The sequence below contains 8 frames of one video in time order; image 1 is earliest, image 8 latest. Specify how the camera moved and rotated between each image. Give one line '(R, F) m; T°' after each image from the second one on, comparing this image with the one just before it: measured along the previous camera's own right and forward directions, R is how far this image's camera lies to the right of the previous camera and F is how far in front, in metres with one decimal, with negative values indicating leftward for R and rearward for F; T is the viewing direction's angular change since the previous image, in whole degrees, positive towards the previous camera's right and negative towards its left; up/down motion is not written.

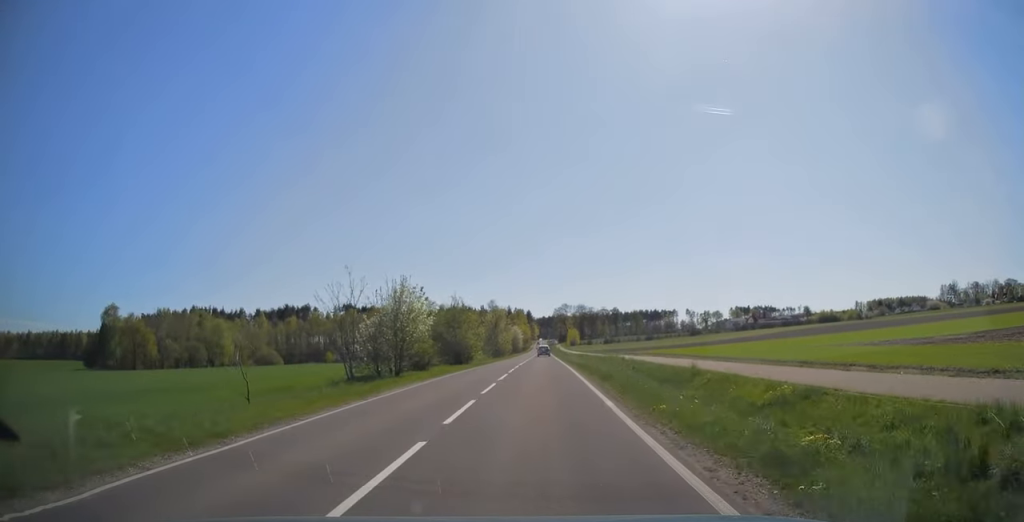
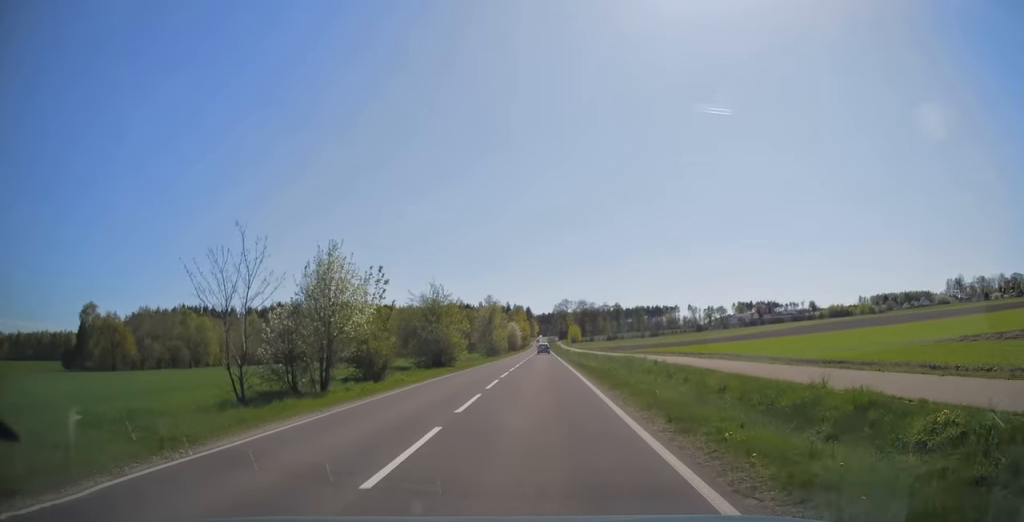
(0.0, +10.6) m; 0°
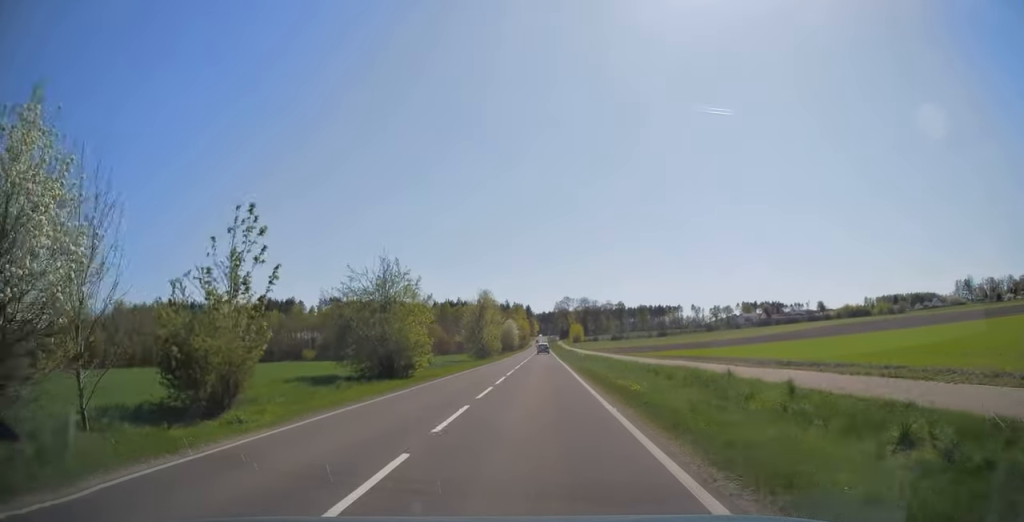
(0.0, +14.4) m; 0°
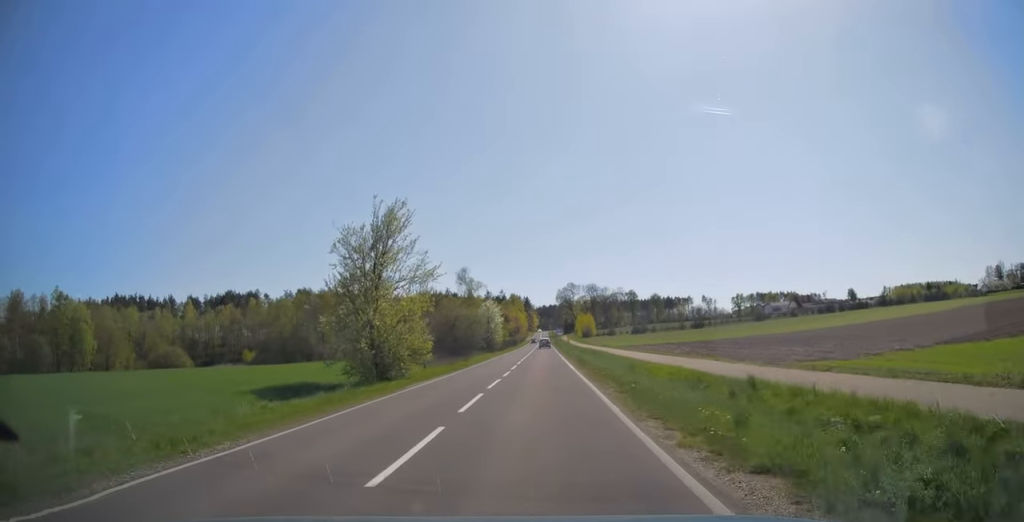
(+0.1, +47.8) m; 0°
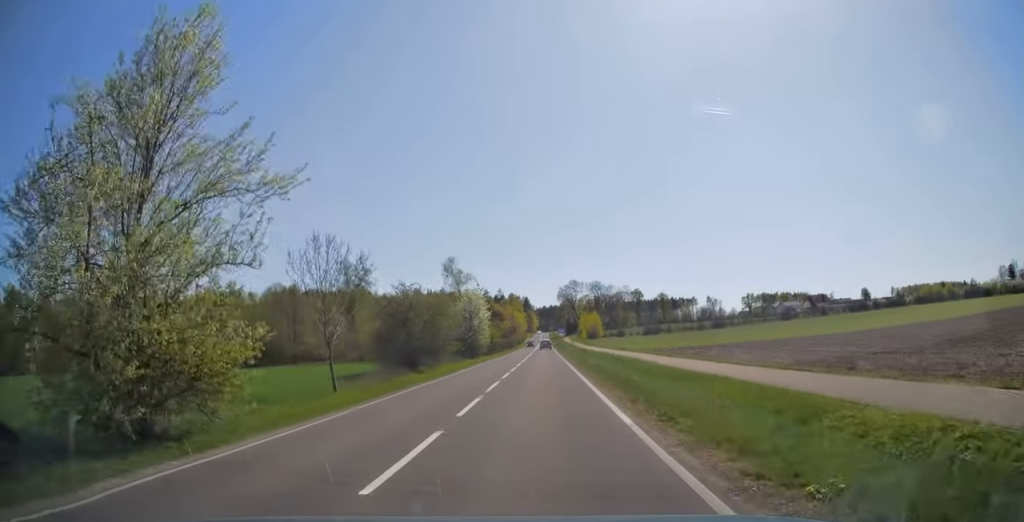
(0.0, +18.1) m; 0°
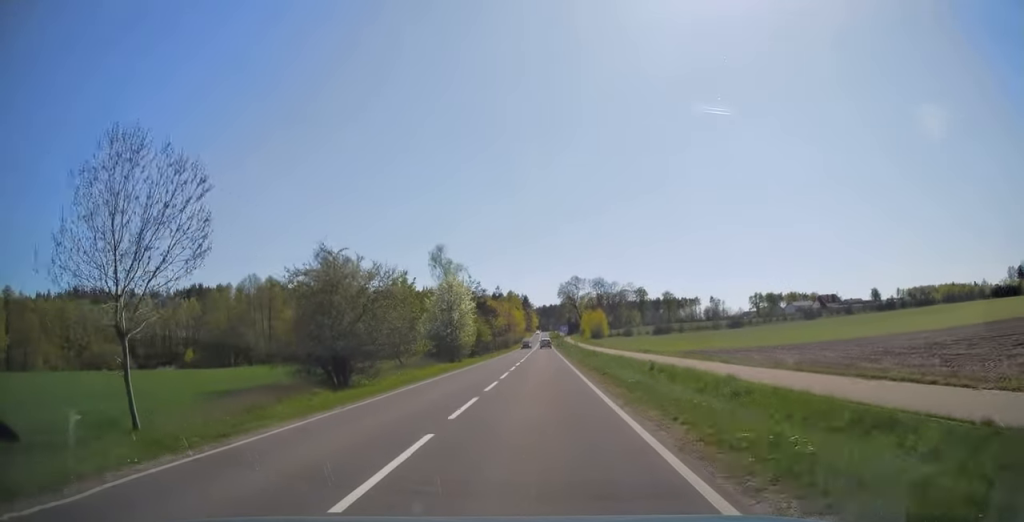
(+0.1, +12.5) m; 0°
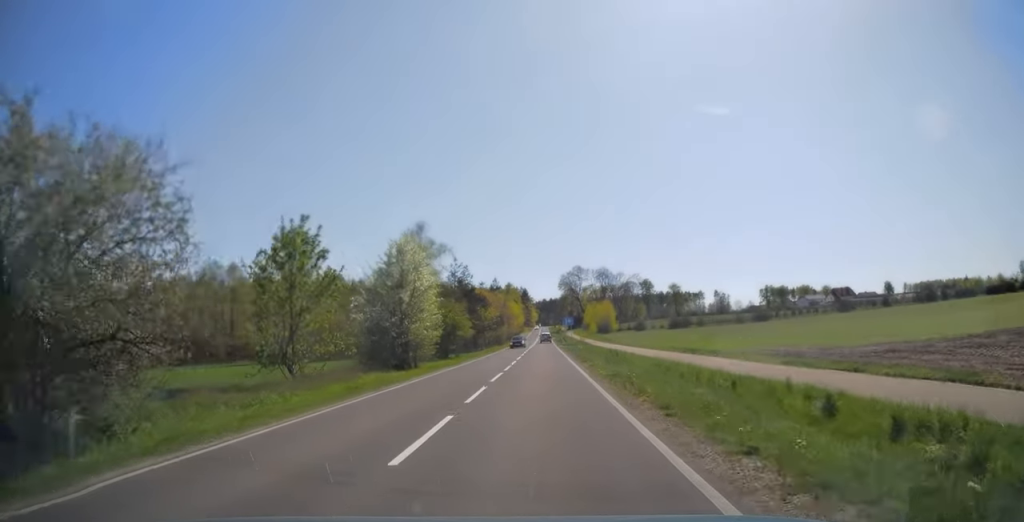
(0.0, +16.0) m; 0°
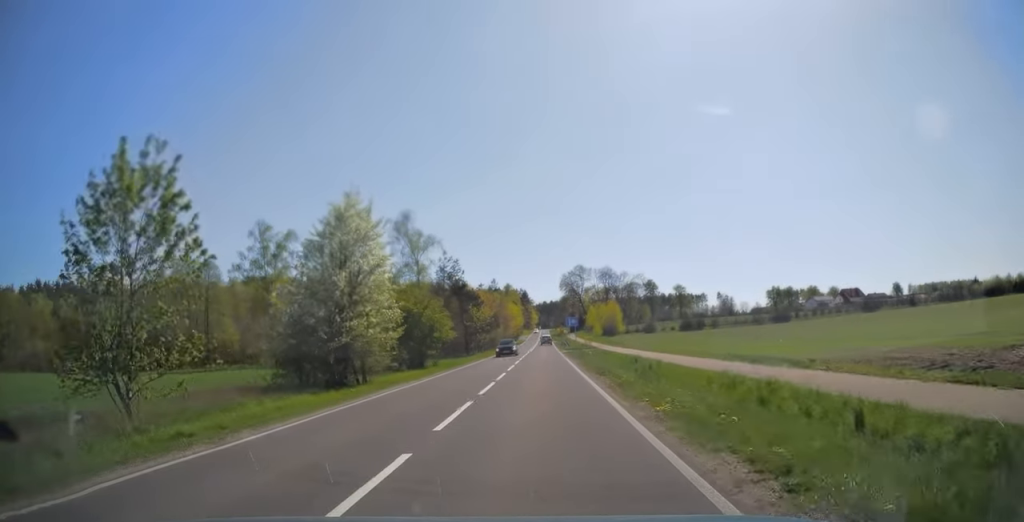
(-0.1, +9.4) m; 0°
